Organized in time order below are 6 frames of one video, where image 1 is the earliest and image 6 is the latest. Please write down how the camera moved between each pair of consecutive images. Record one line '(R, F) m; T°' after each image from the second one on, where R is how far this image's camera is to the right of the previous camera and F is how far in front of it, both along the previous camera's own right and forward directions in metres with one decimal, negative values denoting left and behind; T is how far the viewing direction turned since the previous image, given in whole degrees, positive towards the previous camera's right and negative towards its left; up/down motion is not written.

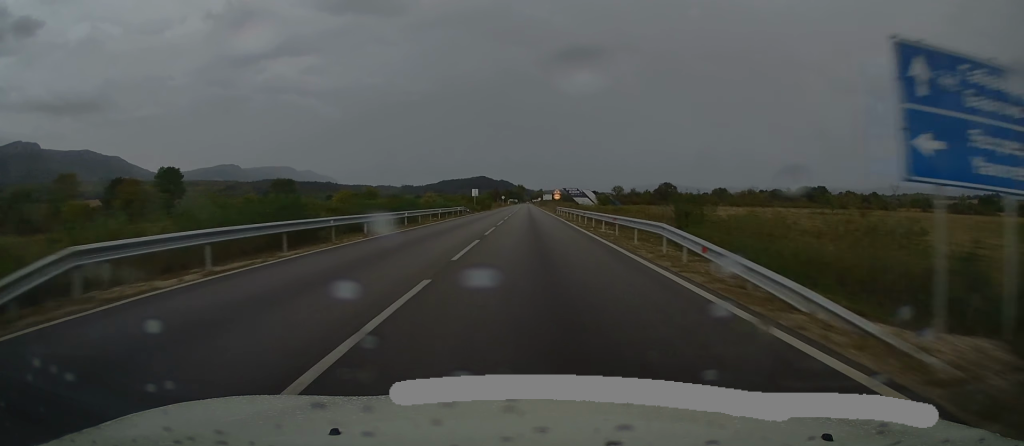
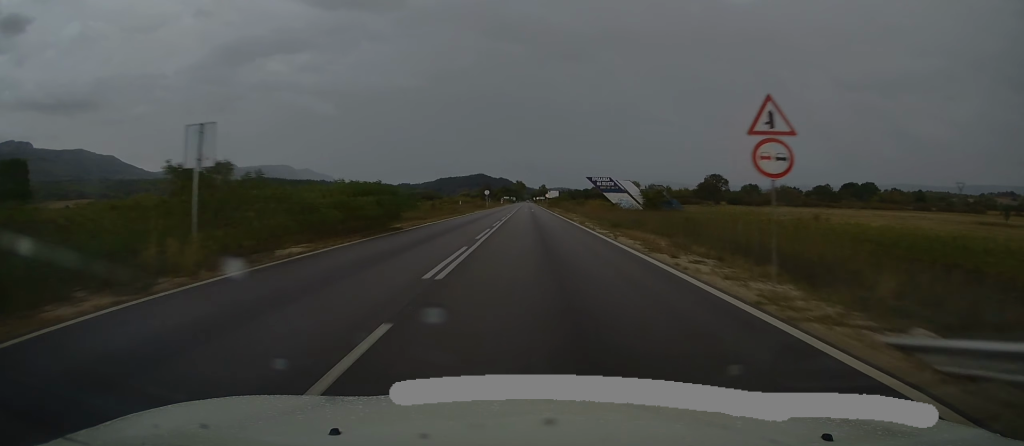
(-1.0, +65.4) m; -1°
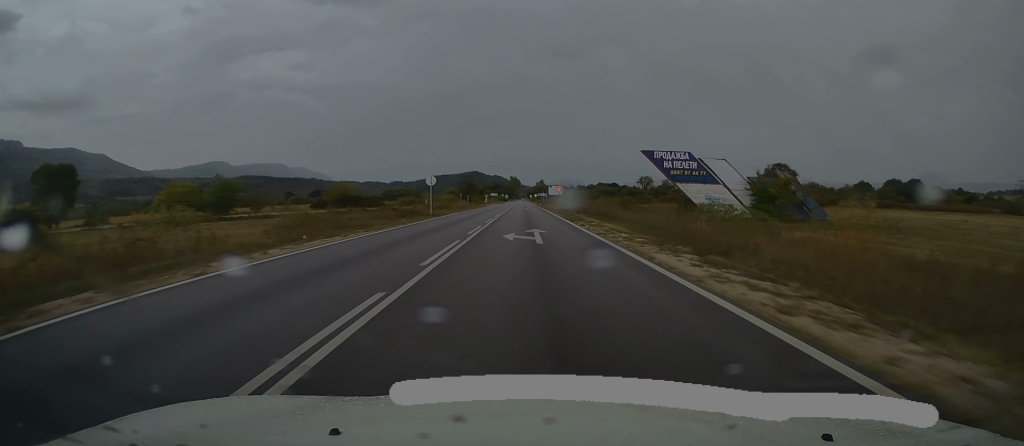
(+1.1, +52.7) m; +1°
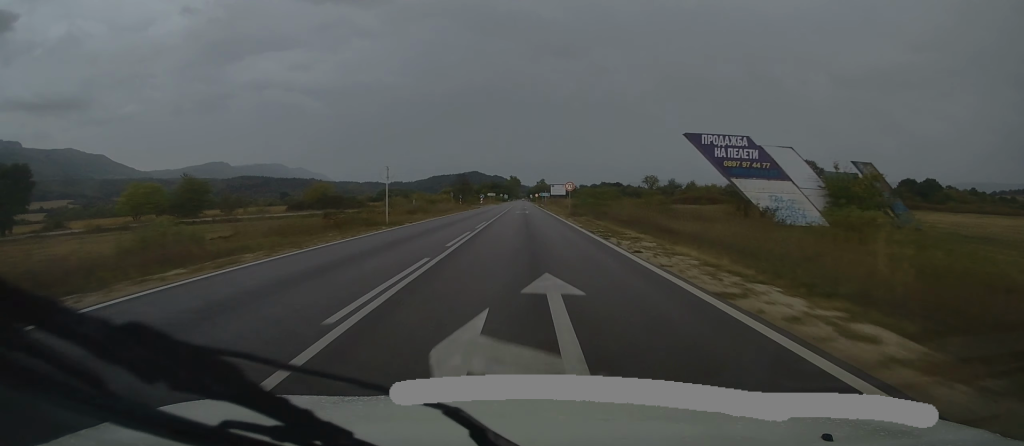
(+0.1, +13.9) m; 0°
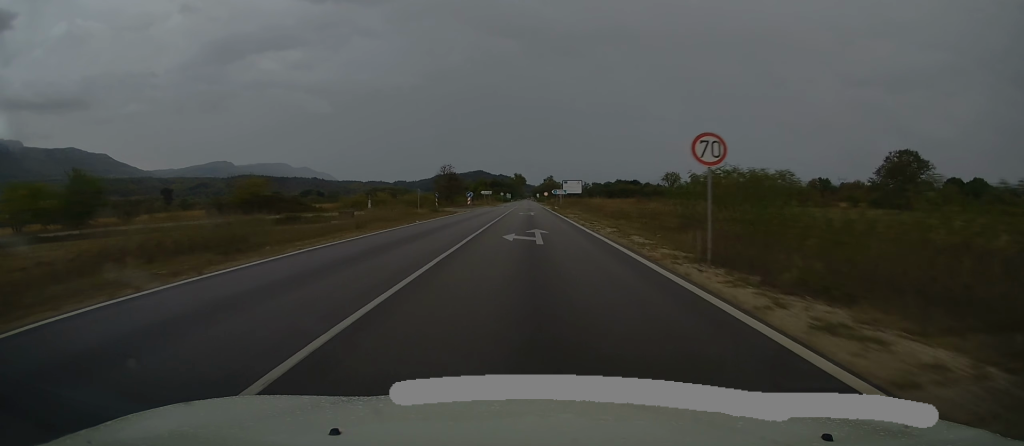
(-0.2, +34.5) m; 0°
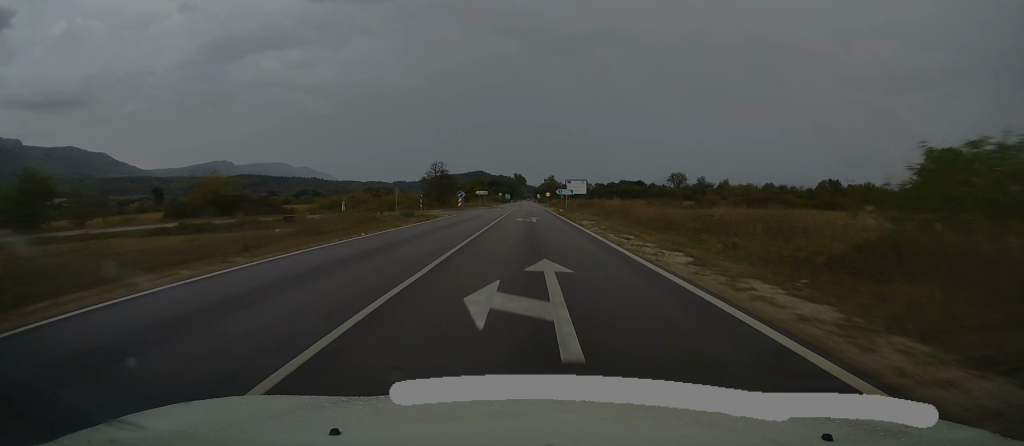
(+0.1, +11.0) m; 0°
